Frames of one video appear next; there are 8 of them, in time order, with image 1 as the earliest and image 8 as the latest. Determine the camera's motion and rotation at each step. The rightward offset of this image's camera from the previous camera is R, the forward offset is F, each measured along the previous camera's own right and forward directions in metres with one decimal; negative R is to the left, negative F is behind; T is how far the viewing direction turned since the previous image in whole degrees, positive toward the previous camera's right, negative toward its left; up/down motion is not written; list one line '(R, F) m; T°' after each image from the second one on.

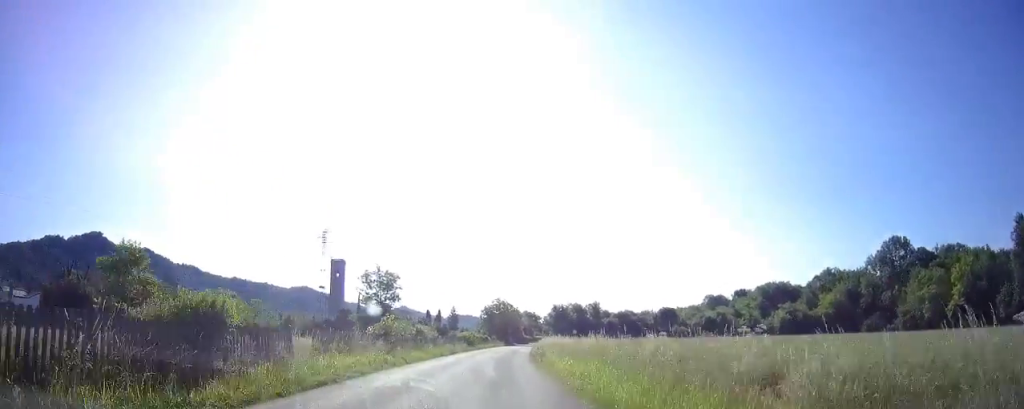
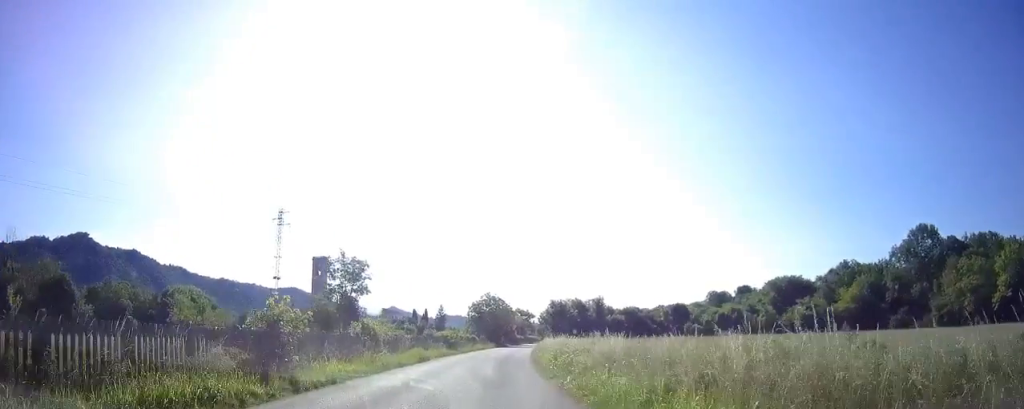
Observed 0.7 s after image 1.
(+0.1, +13.8) m; +1°
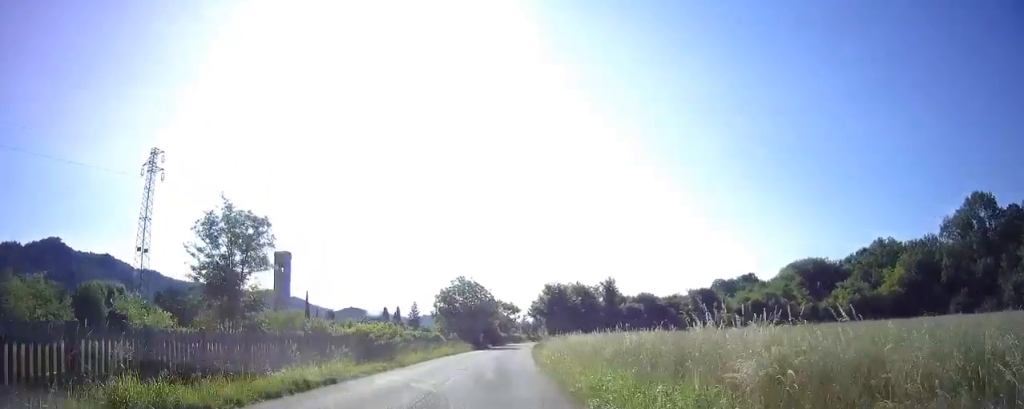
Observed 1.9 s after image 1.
(+0.3, +21.7) m; +3°
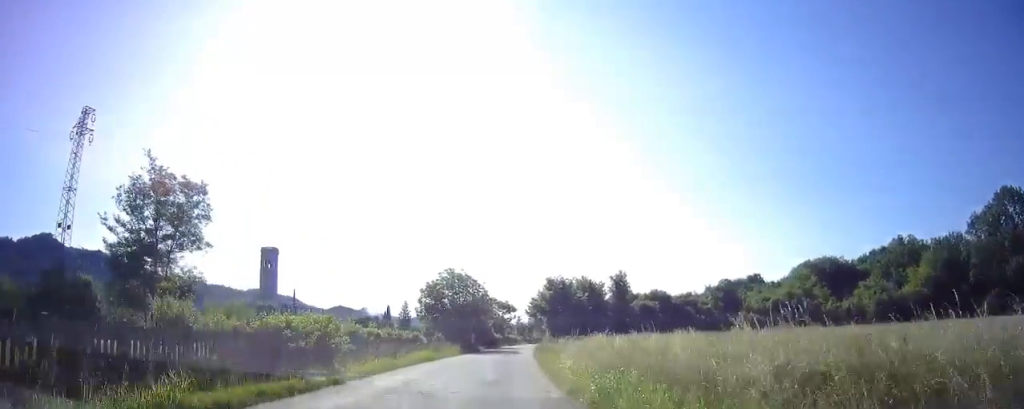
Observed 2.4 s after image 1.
(0.0, +8.6) m; +1°
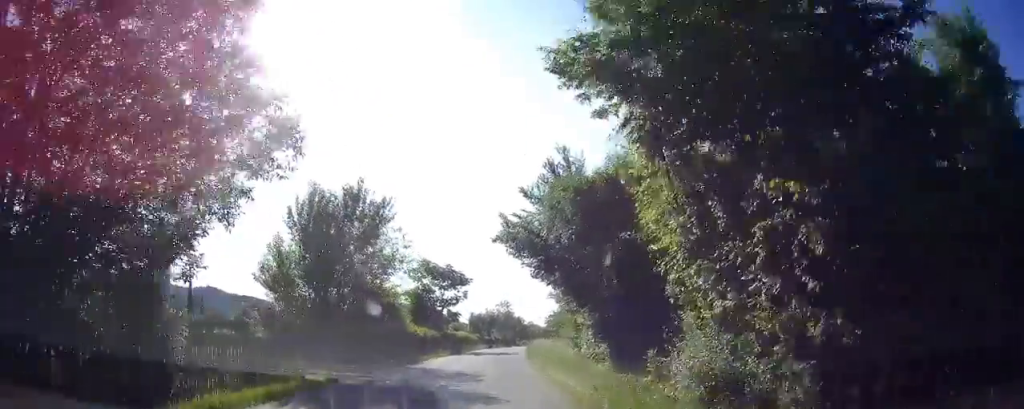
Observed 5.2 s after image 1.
(+1.6, +52.2) m; +3°
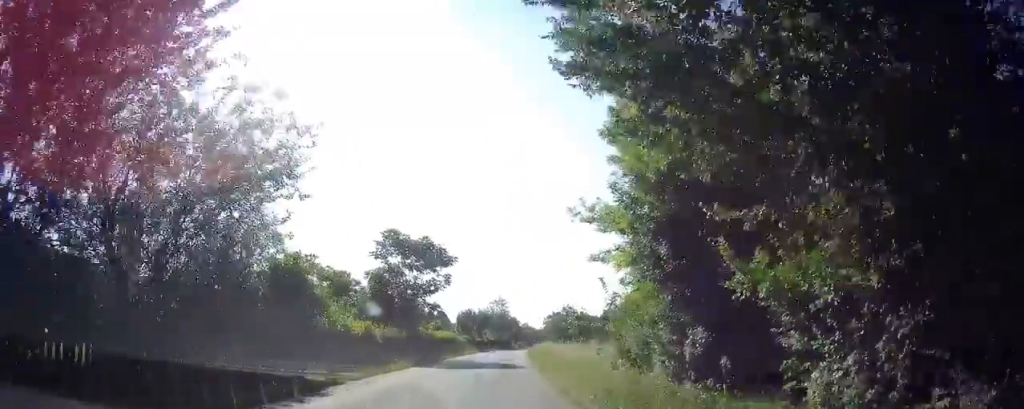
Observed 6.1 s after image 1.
(+0.3, +15.0) m; +1°
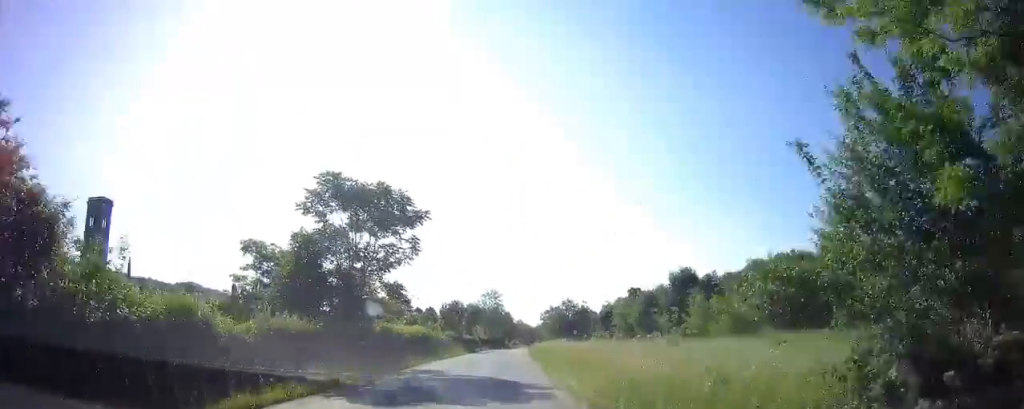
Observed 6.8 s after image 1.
(+0.1, +13.2) m; 0°
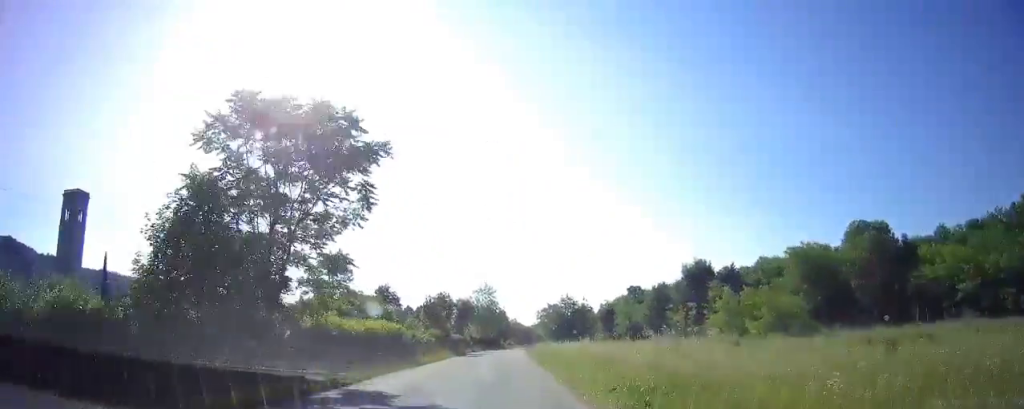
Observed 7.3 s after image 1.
(0.0, +9.6) m; 0°
